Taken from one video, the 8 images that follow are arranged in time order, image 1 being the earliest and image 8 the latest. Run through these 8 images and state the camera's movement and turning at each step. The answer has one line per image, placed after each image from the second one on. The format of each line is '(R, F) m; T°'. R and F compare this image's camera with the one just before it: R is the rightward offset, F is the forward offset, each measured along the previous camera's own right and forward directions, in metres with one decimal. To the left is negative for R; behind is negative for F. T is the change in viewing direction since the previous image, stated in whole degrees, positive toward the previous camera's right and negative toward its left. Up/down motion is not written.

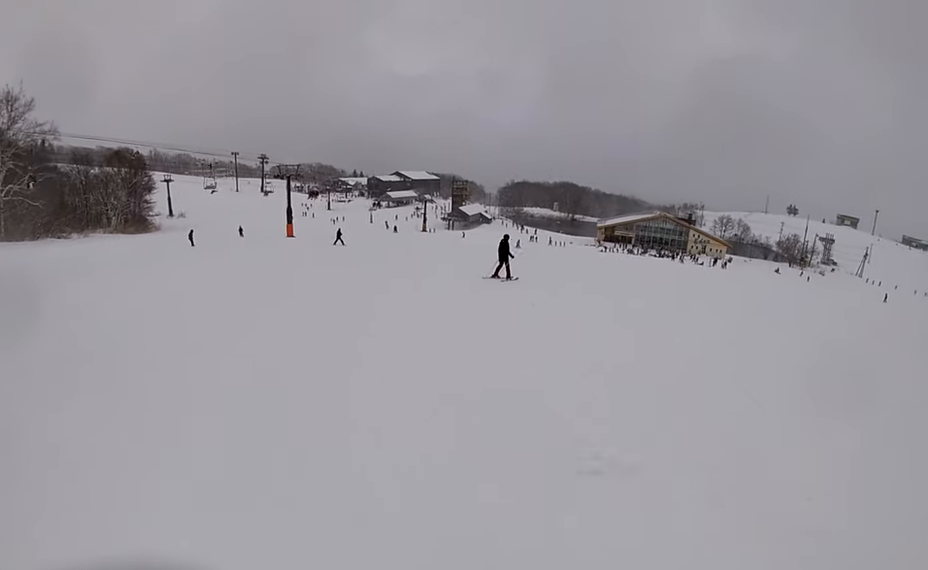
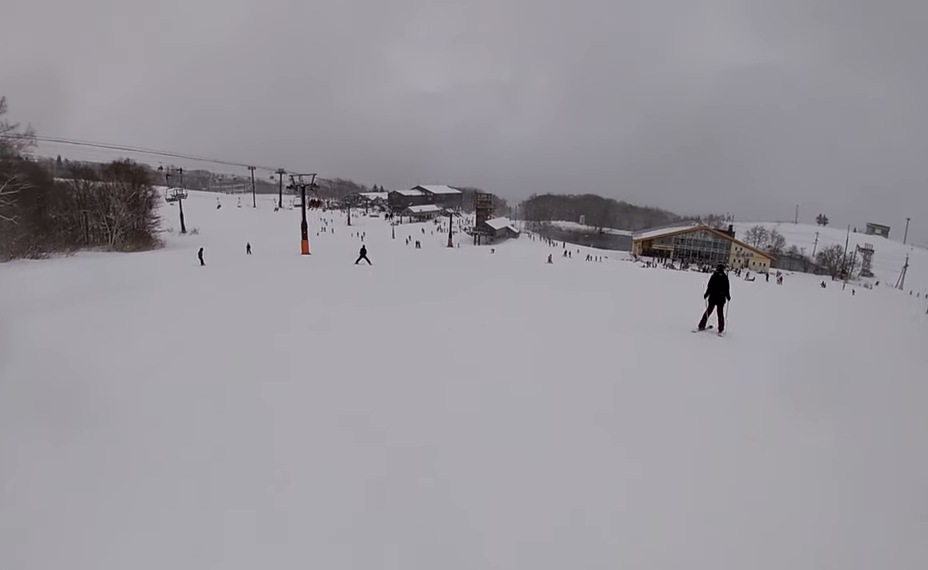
(0.0, +9.2) m; +2°
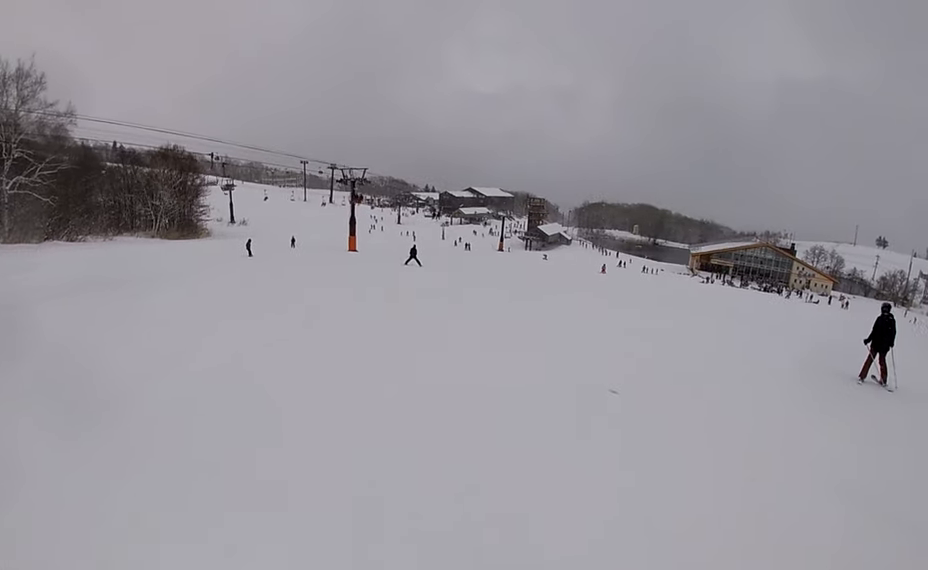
(0.0, +3.5) m; +2°
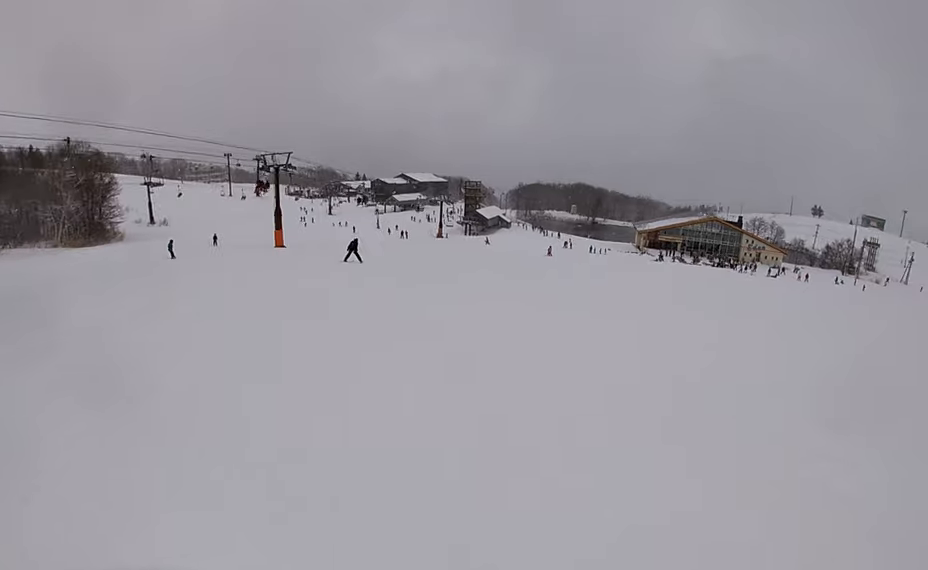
(+0.2, +7.3) m; +8°
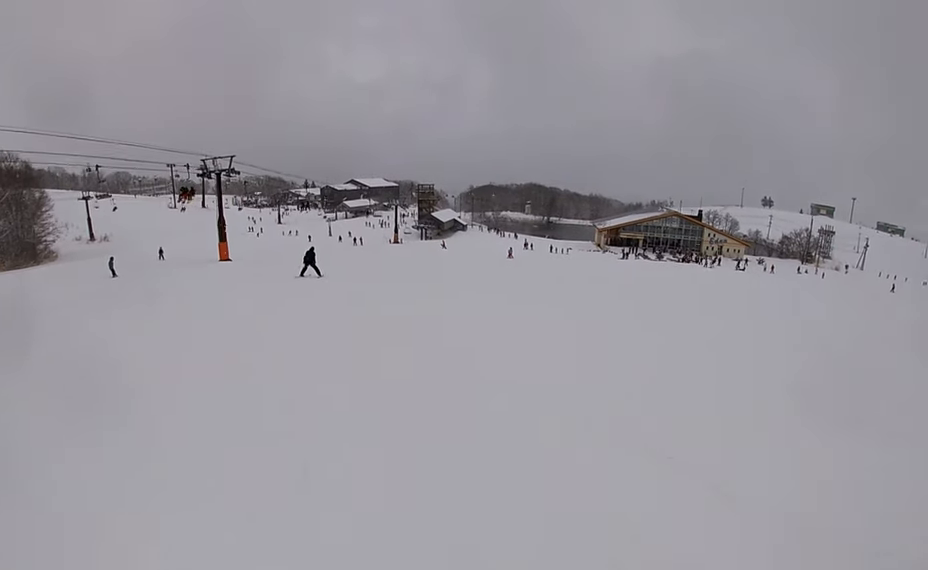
(+0.5, +4.8) m; -2°
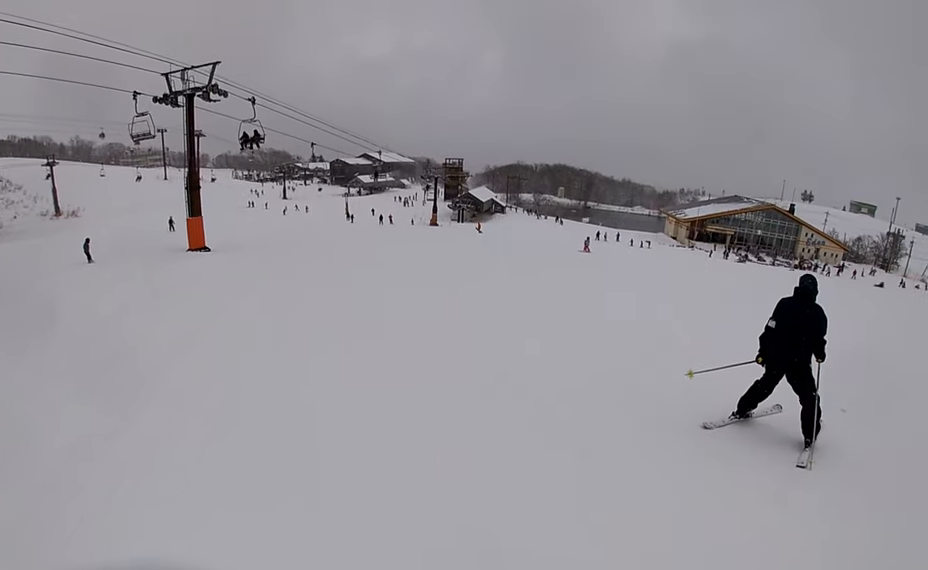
(-3.6, +24.7) m; -9°
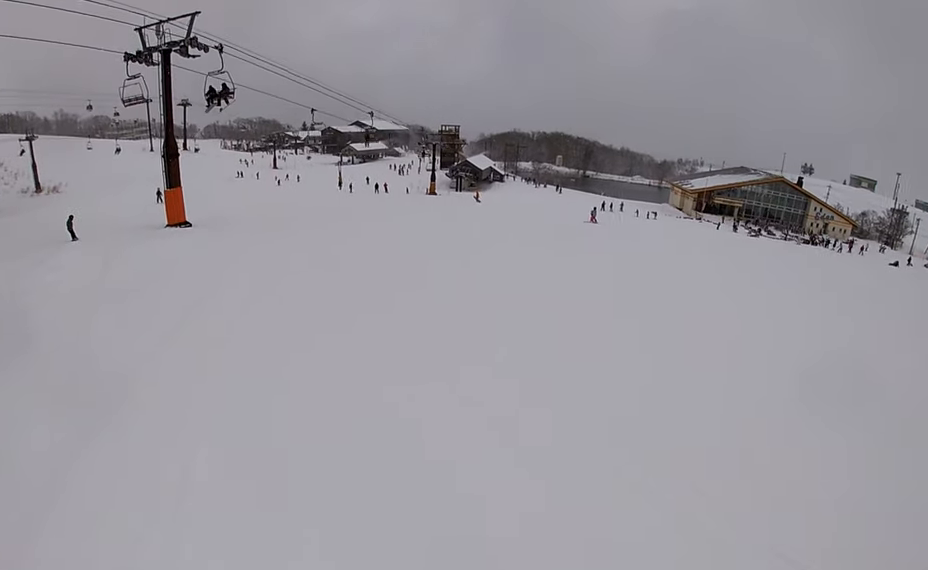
(0.0, +3.5) m; +1°
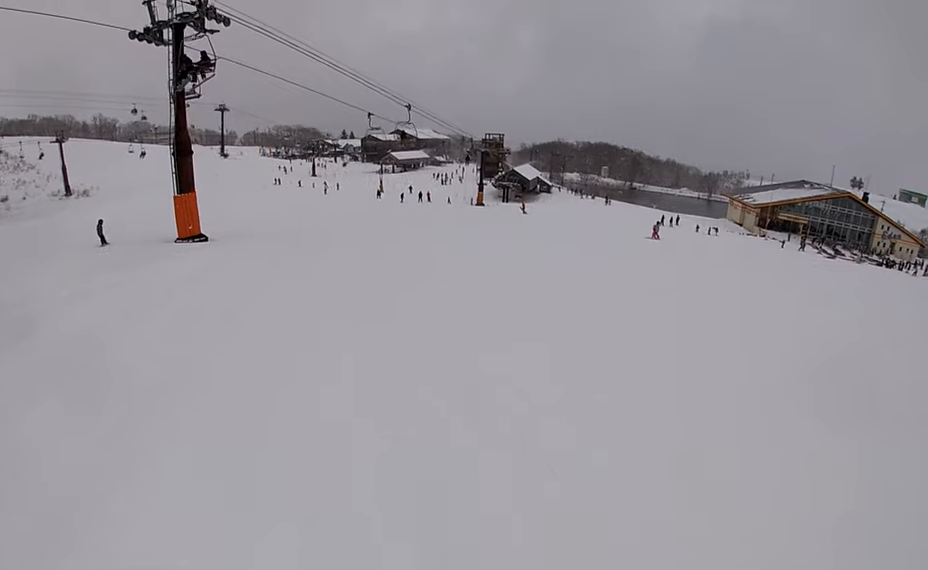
(0.0, +6.3) m; +2°
